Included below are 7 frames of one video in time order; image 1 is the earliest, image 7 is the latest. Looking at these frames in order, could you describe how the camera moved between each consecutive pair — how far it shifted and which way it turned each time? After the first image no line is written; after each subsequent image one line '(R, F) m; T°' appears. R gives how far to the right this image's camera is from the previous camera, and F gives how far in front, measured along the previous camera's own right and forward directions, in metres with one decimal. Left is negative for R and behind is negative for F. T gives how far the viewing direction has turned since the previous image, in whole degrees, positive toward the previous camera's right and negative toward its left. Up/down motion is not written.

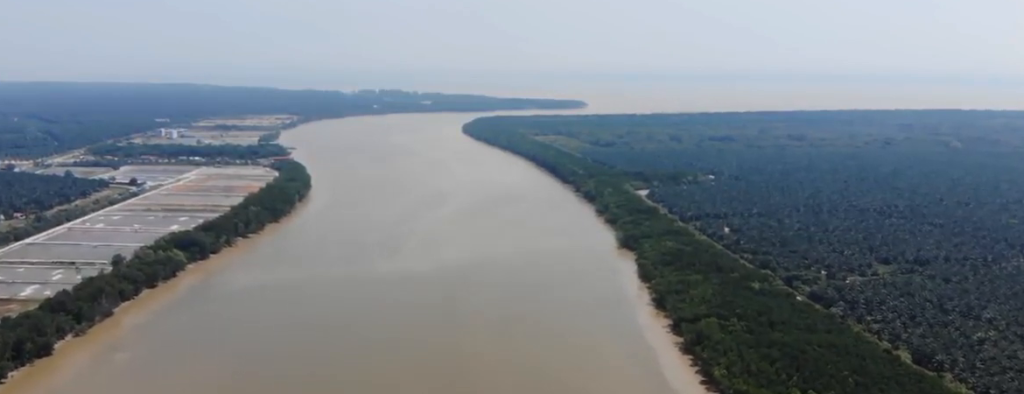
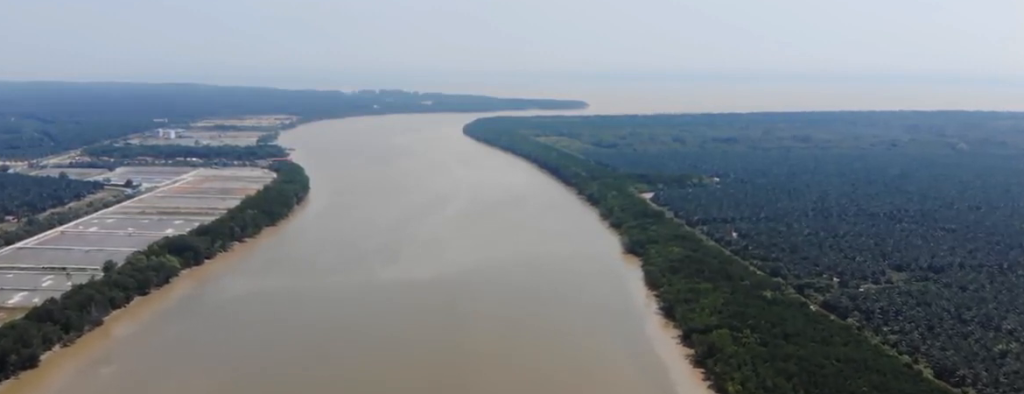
(+0.2, +19.1) m; +1°
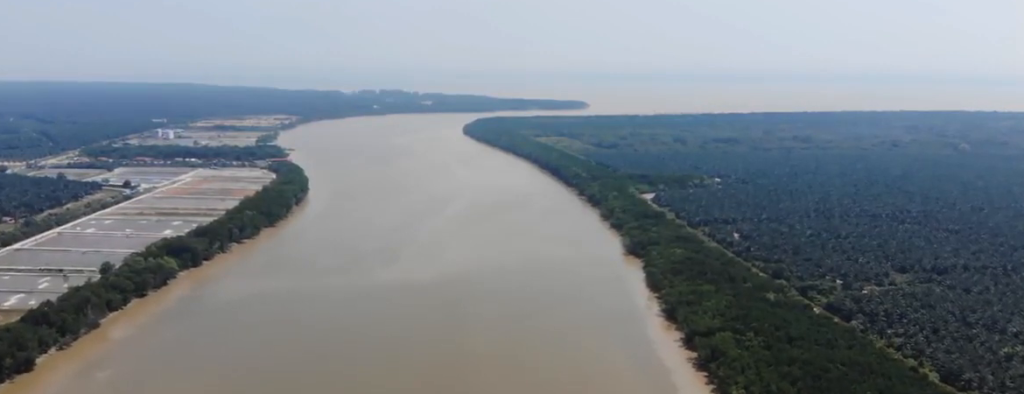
(0.0, +5.1) m; 0°
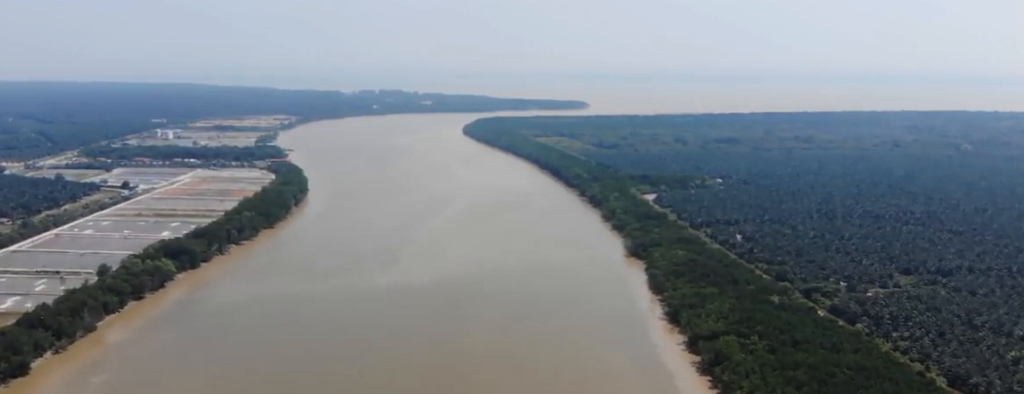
(0.0, +5.8) m; 0°
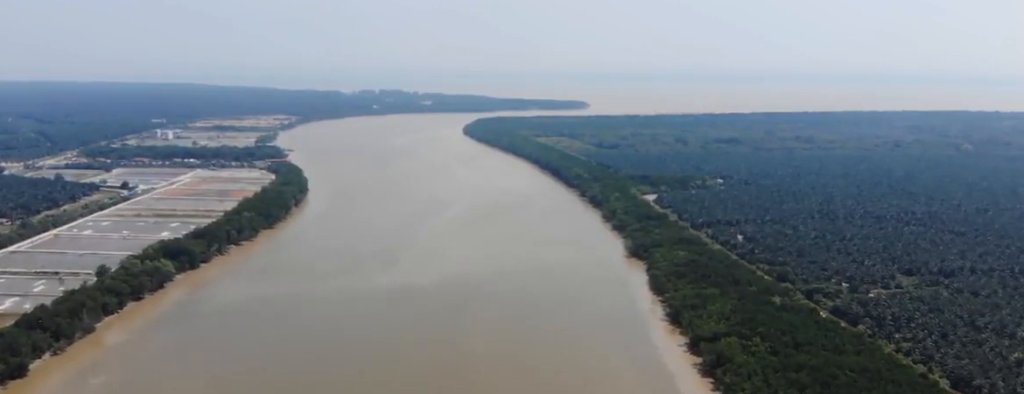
(0.0, +2.5) m; 0°
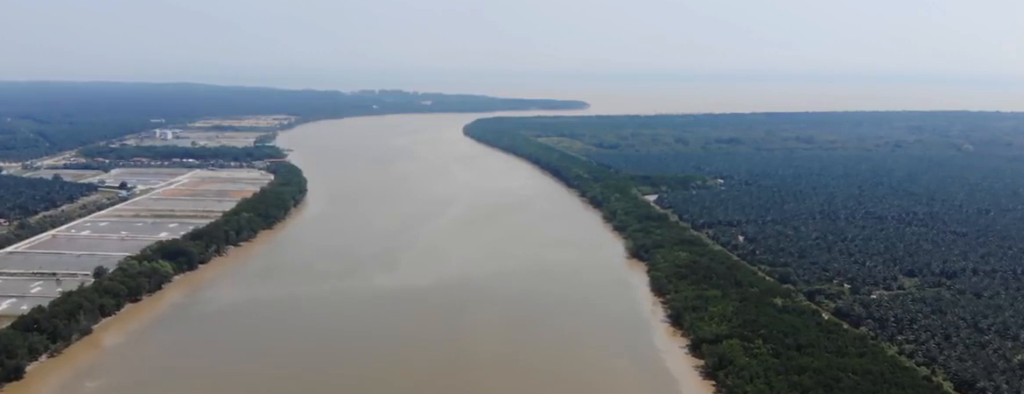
(-0.1, +3.5) m; -1°
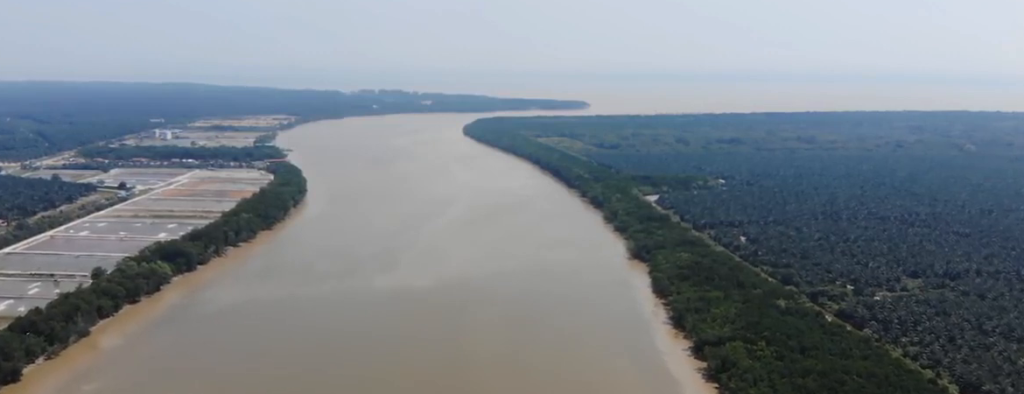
(-0.1, +4.1) m; 0°
